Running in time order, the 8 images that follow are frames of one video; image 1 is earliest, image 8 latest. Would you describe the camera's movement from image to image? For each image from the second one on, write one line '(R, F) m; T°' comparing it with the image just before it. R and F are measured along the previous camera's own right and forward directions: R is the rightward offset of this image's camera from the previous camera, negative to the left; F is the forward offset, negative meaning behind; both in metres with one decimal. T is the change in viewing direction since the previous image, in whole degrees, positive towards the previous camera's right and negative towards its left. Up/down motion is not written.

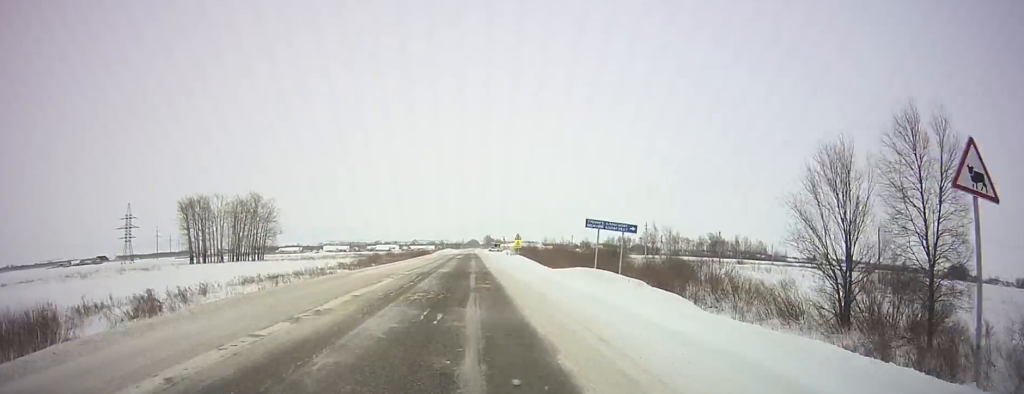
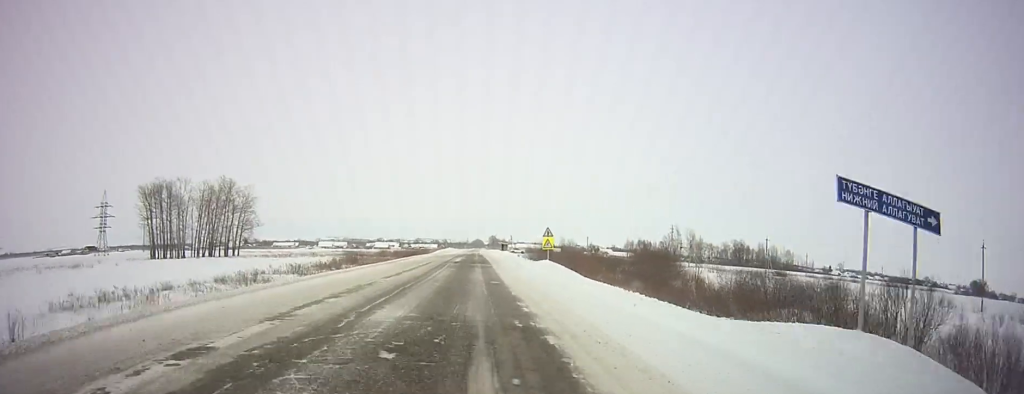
(-0.1, +24.0) m; 0°
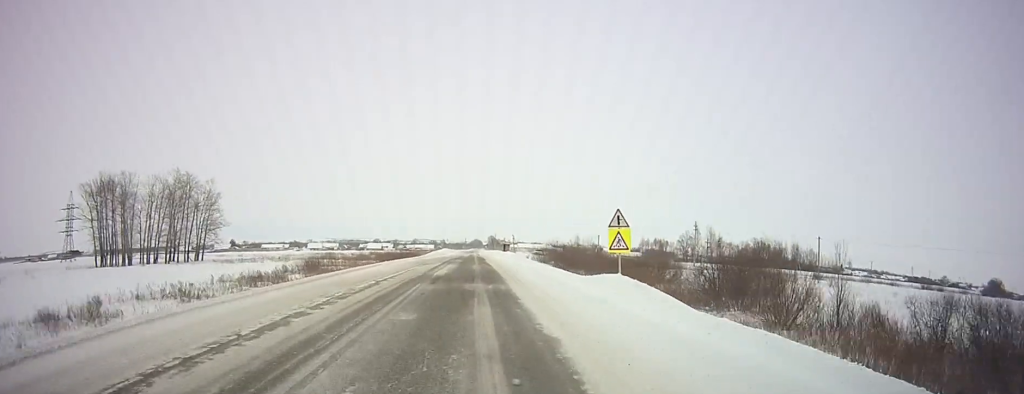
(-0.1, +22.8) m; 0°
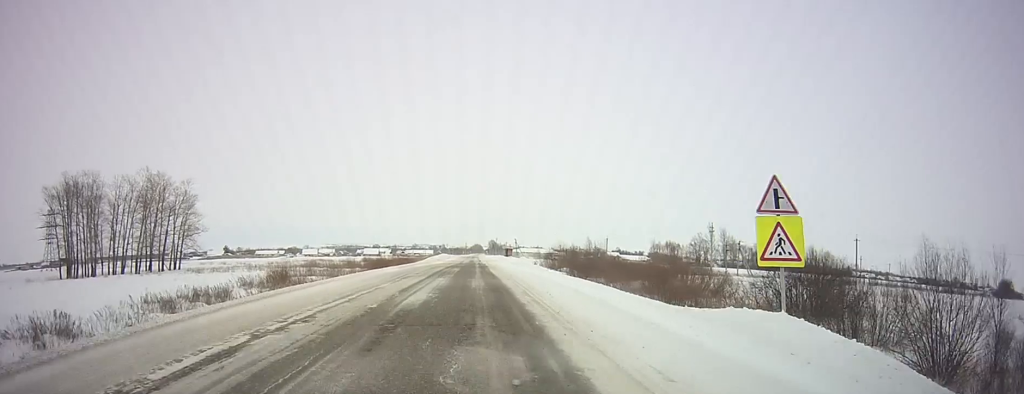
(+0.1, +12.6) m; 0°
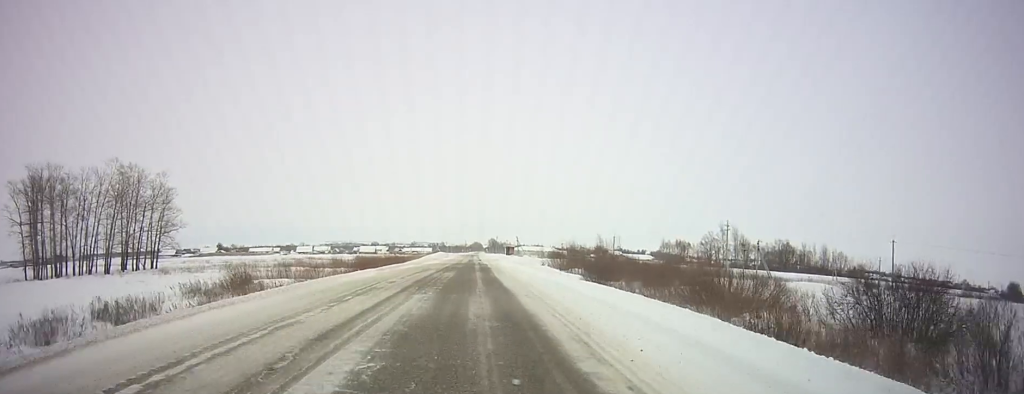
(+0.1, +10.8) m; 0°
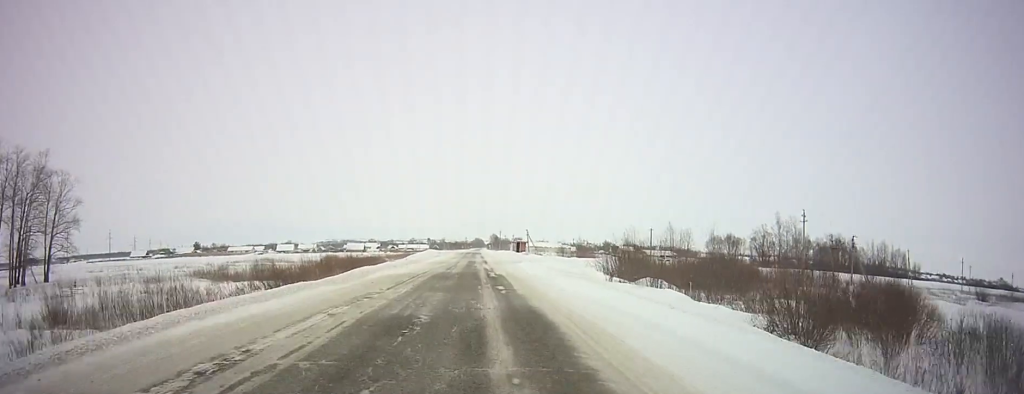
(-0.2, +38.0) m; 0°
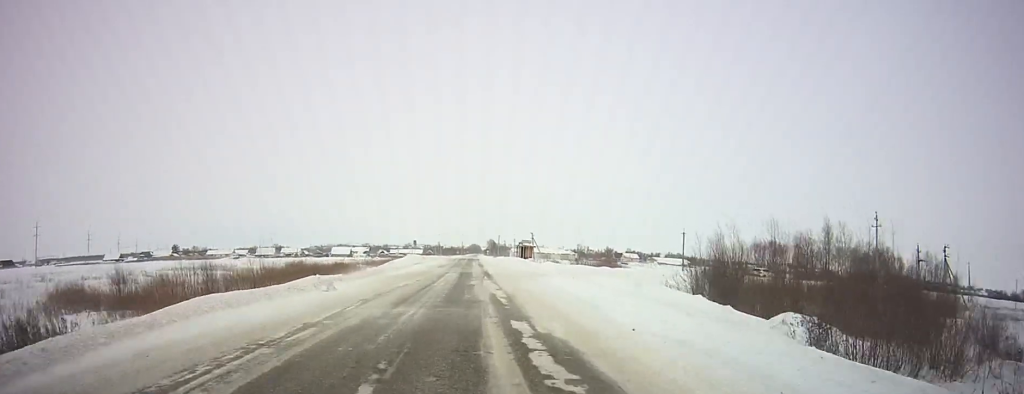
(+0.1, +25.4) m; +1°
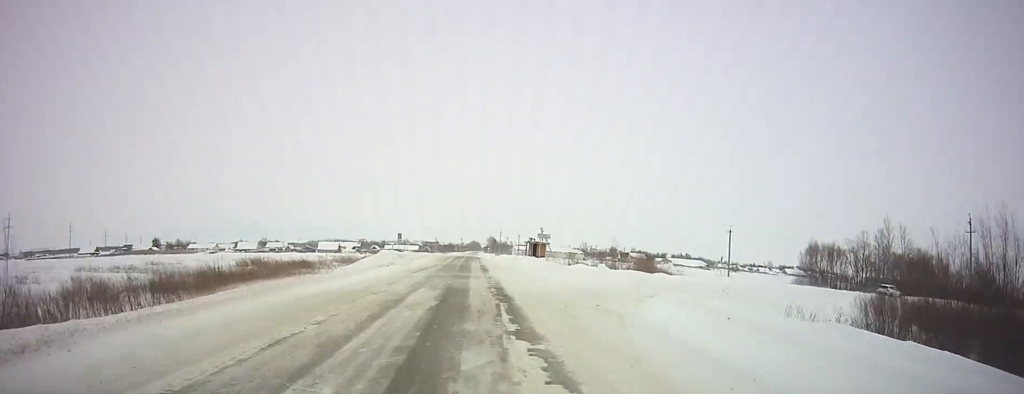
(+0.1, +22.7) m; 0°
